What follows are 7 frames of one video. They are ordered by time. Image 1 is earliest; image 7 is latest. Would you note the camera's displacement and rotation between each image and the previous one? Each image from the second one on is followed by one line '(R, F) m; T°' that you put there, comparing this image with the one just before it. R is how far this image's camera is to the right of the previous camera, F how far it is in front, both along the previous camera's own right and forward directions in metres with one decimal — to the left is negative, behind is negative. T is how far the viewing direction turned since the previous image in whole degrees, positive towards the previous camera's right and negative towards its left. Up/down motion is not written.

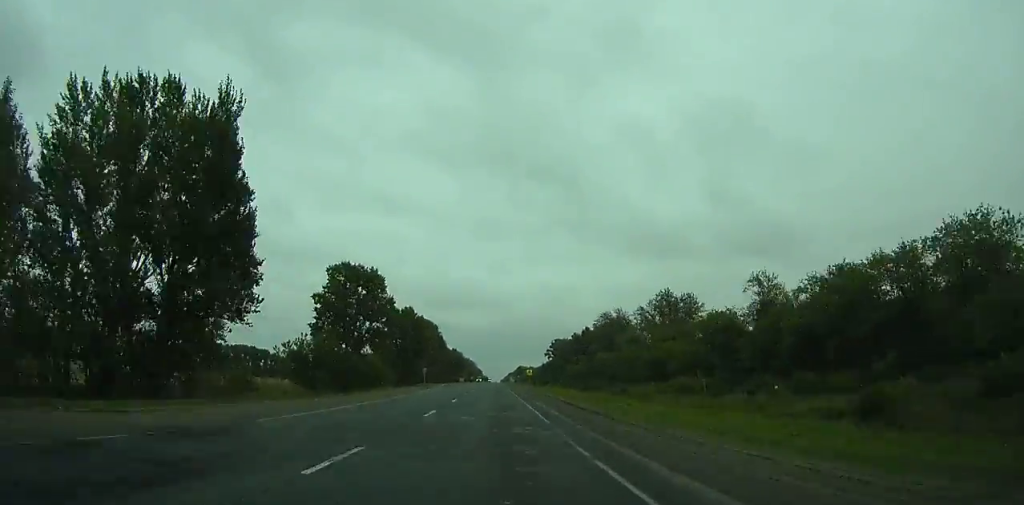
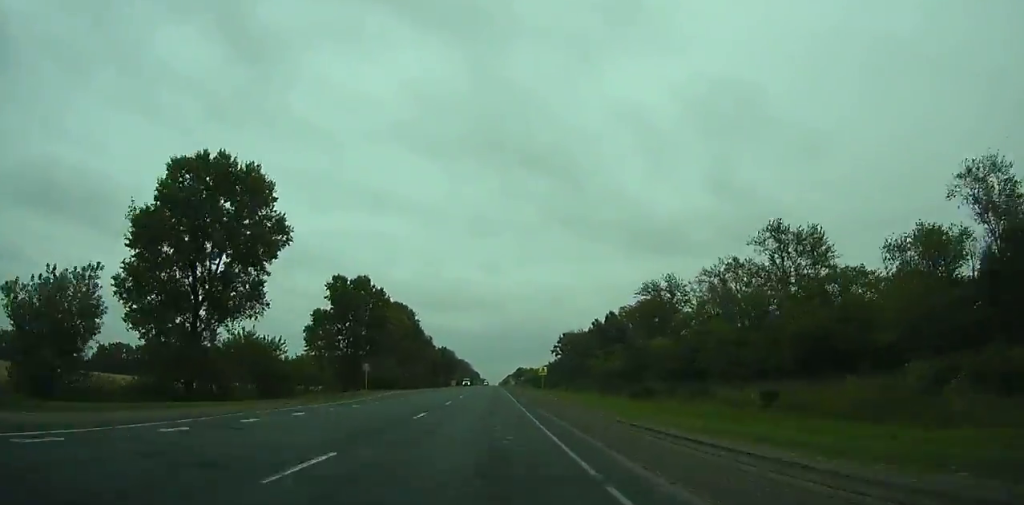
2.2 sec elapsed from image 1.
(-0.2, +48.9) m; 0°
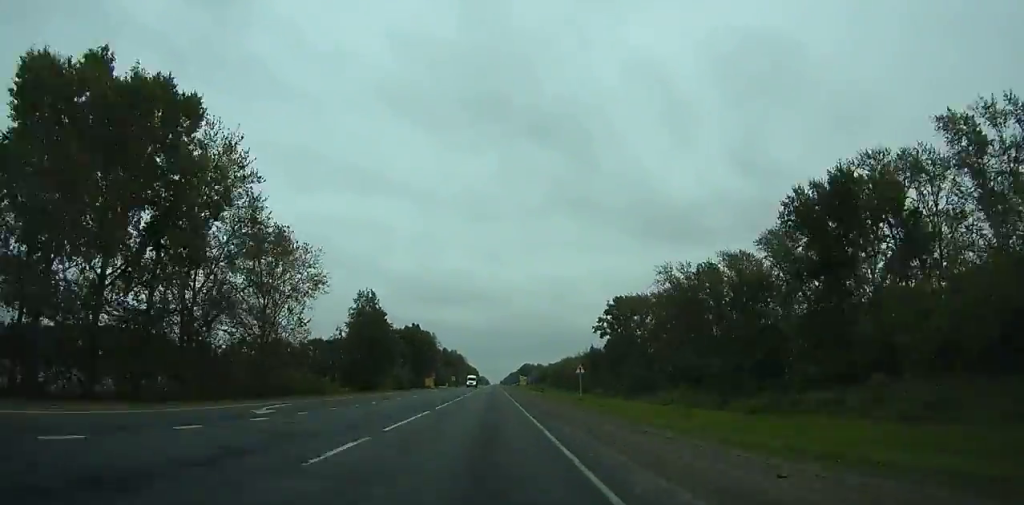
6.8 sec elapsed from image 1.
(0.0, +105.6) m; 0°
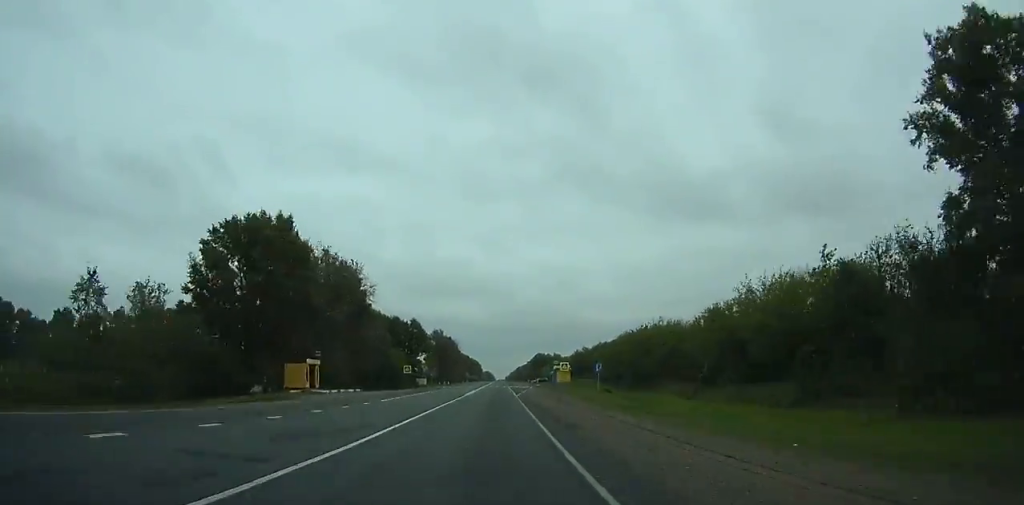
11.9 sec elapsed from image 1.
(+13.0, +117.3) m; +3°
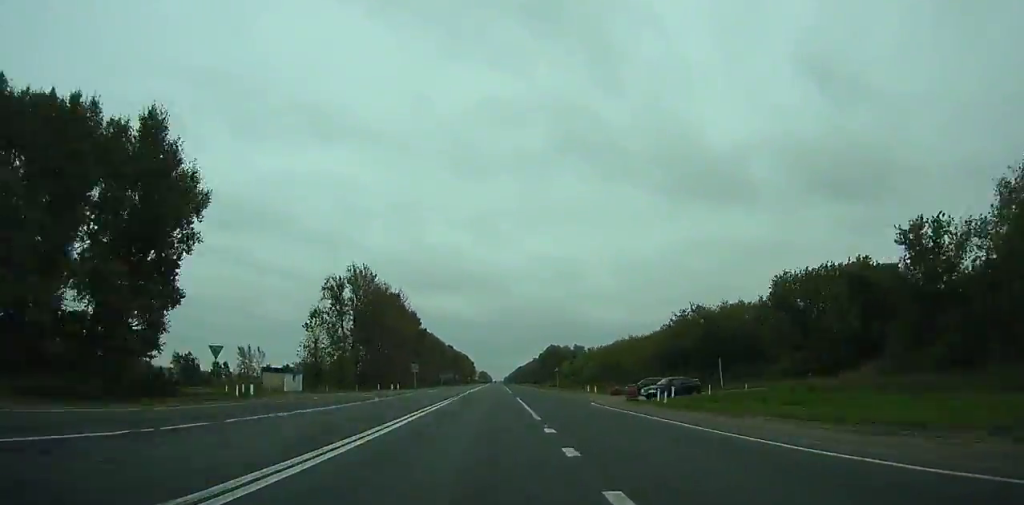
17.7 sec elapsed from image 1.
(-20.7, +125.6) m; -8°
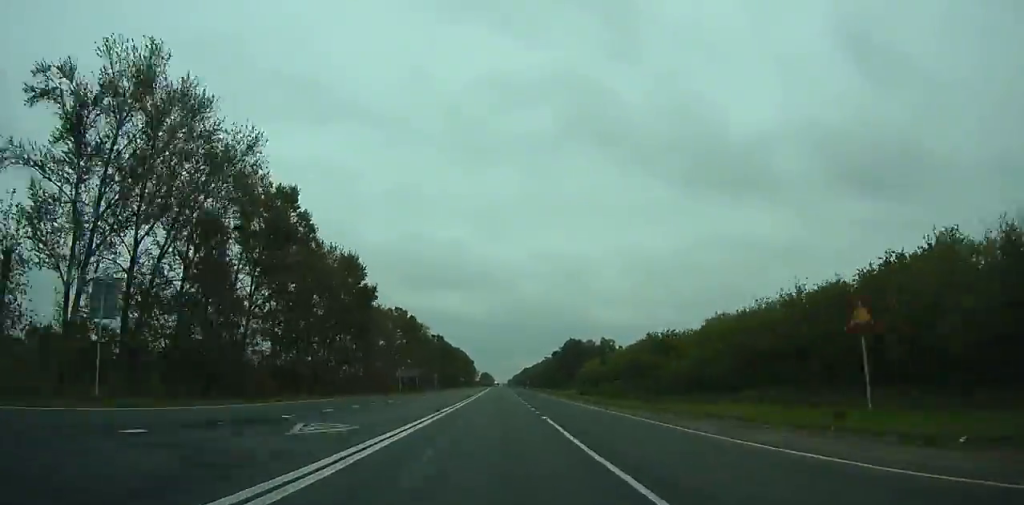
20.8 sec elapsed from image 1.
(+4.4, +67.1) m; +4°
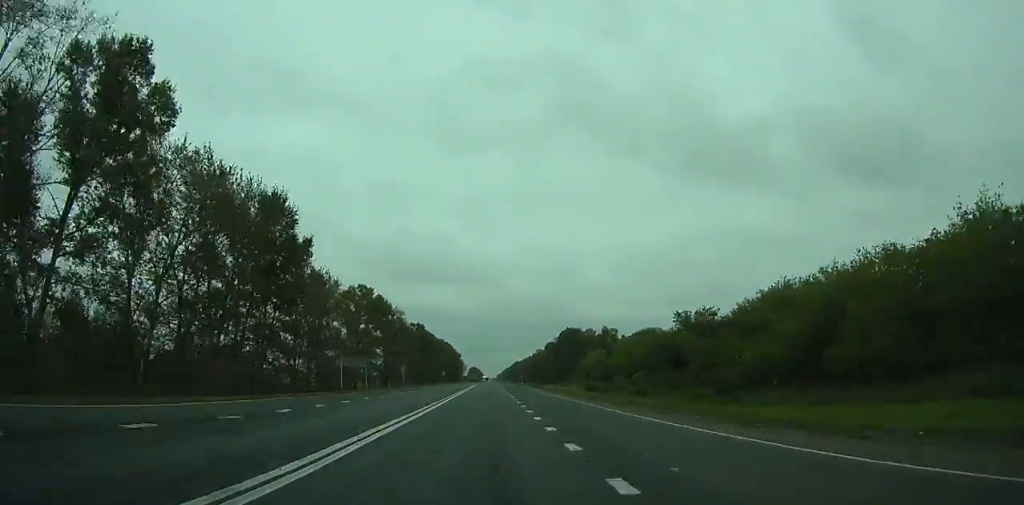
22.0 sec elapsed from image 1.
(-0.2, +25.8) m; 0°
